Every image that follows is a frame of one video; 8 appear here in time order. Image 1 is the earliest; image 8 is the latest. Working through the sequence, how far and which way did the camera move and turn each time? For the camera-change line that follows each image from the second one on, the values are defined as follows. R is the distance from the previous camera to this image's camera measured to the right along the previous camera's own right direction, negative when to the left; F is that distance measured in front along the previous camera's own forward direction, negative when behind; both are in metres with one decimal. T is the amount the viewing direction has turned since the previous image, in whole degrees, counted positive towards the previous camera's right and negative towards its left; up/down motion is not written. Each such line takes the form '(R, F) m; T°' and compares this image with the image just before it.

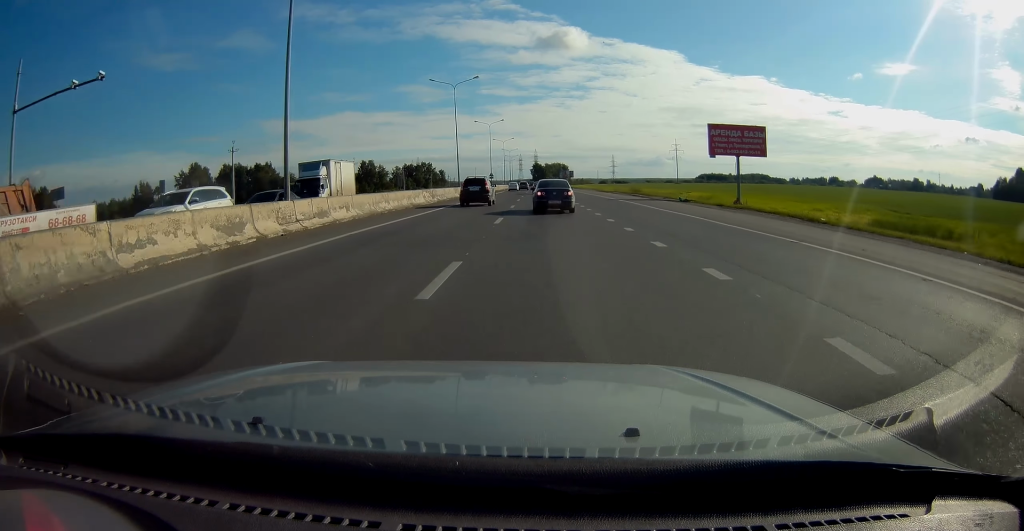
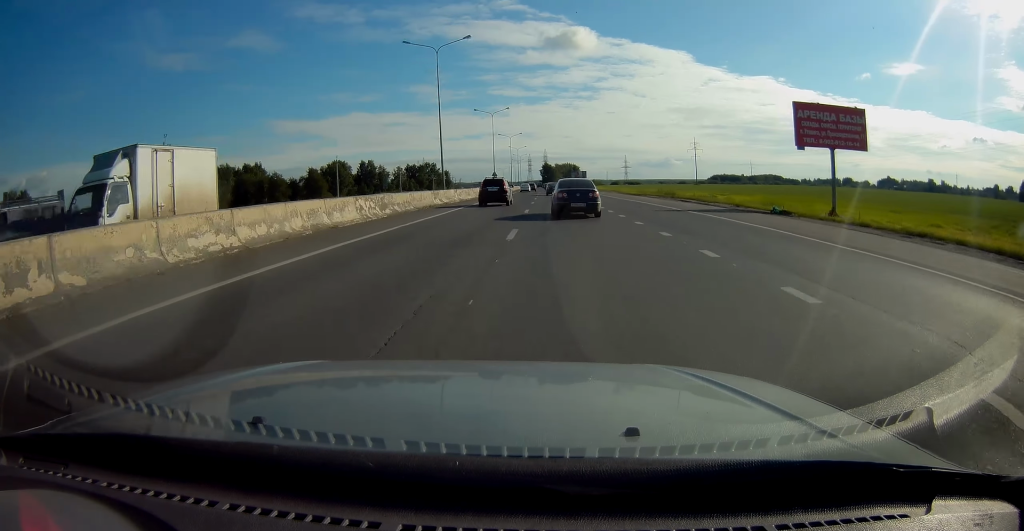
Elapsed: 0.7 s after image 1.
(-0.2, +17.4) m; -1°
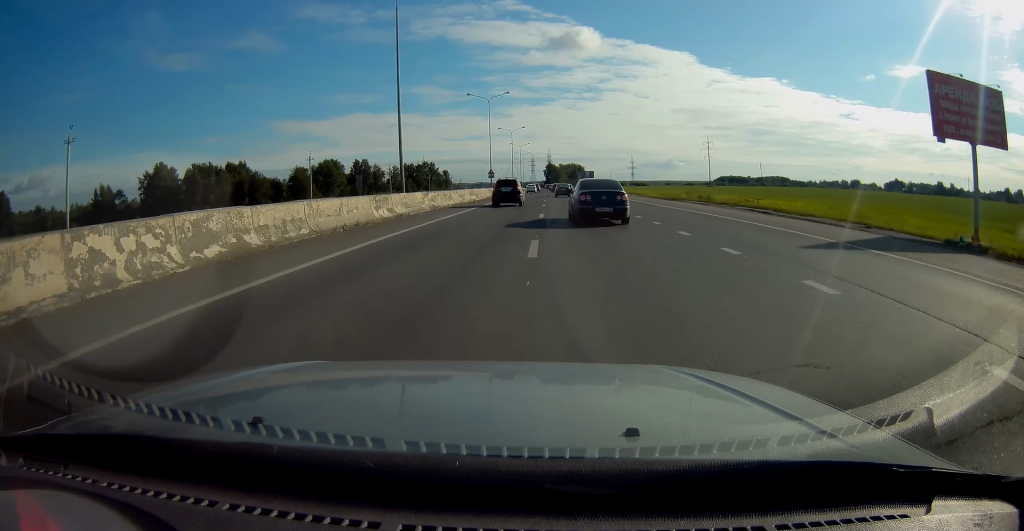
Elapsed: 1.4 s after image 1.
(-0.2, +15.3) m; 0°
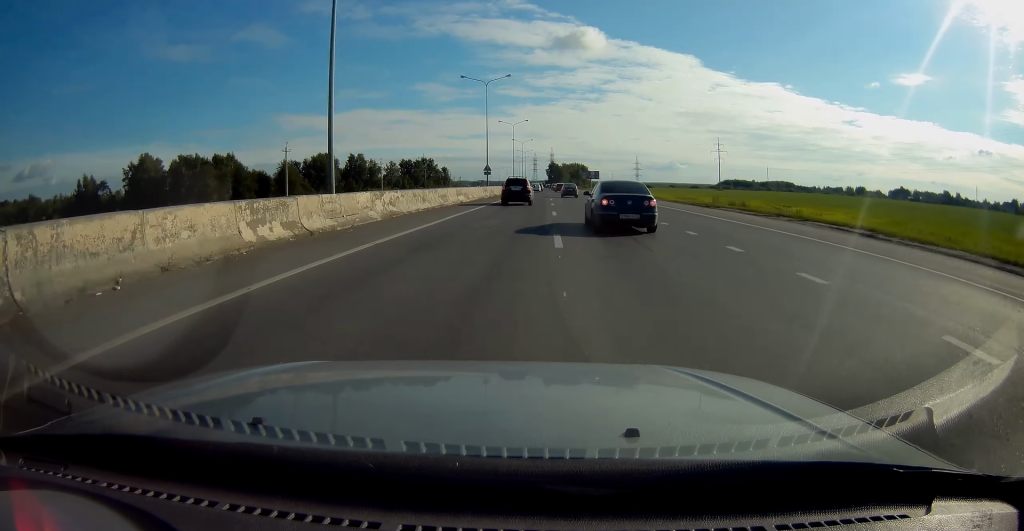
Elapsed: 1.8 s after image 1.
(-0.2, +10.6) m; 0°
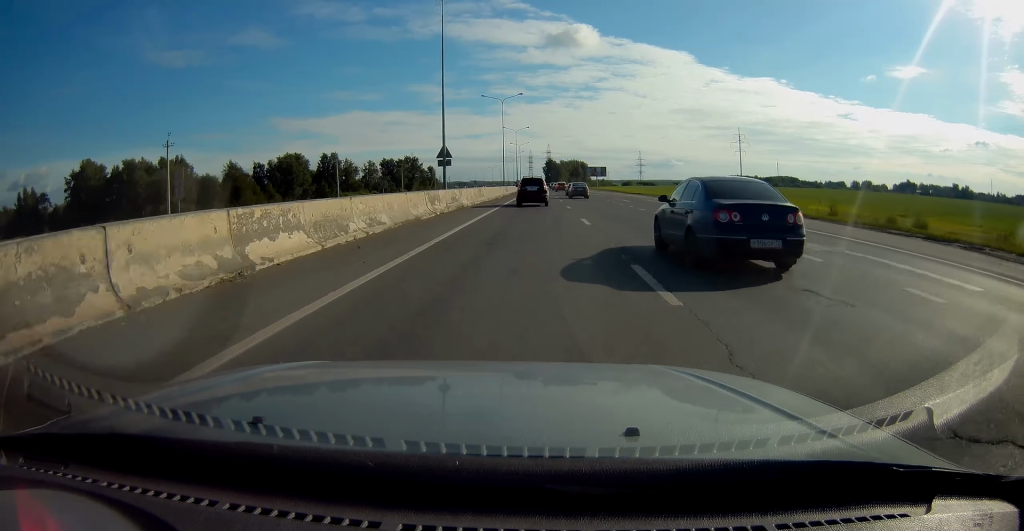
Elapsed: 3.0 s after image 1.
(+0.6, +29.1) m; +1°
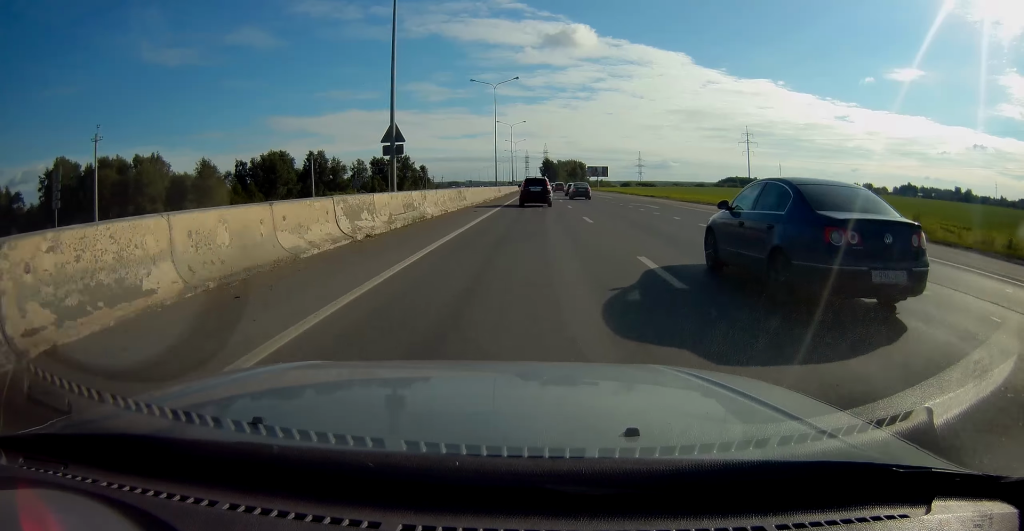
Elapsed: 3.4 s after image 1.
(-0.2, +11.2) m; 0°
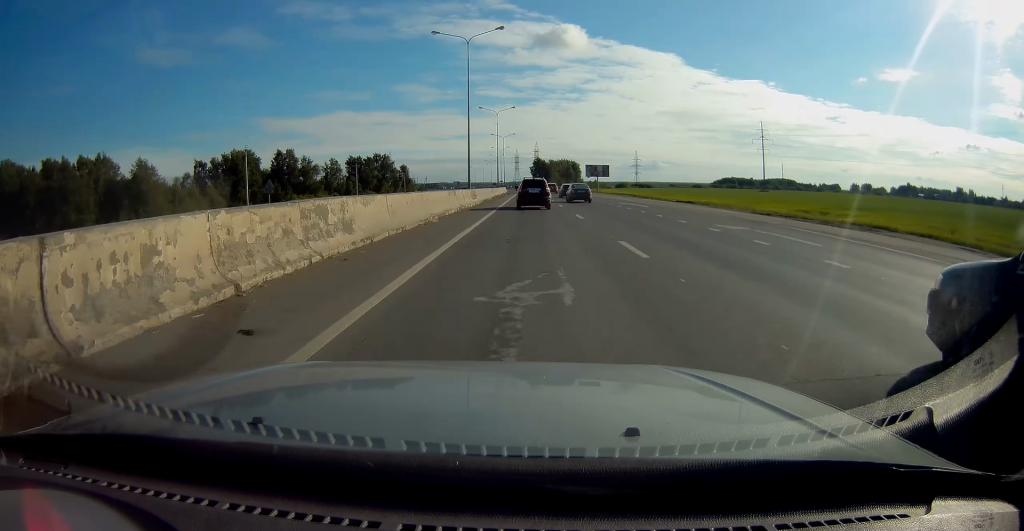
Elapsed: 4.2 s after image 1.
(-0.1, +20.7) m; 0°
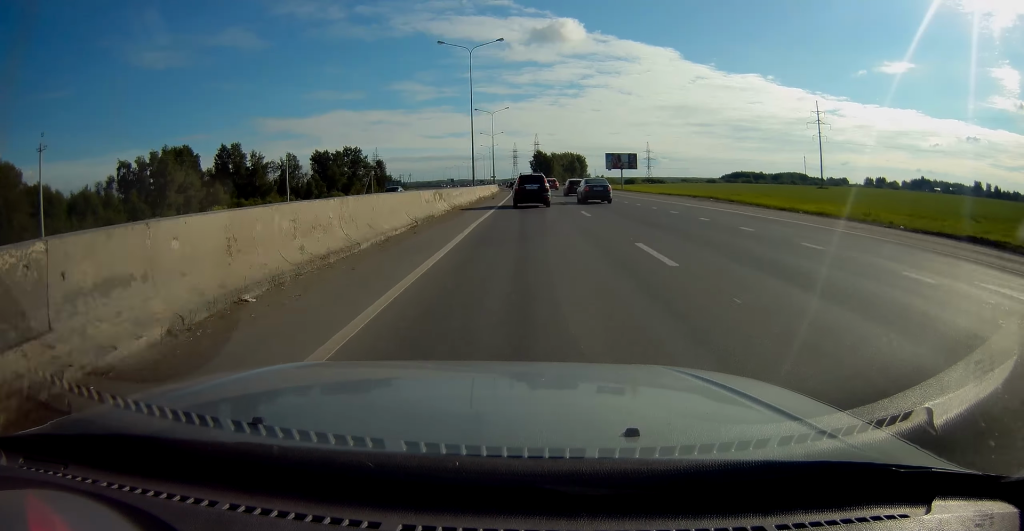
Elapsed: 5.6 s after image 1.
(+0.5, +37.3) m; +1°
